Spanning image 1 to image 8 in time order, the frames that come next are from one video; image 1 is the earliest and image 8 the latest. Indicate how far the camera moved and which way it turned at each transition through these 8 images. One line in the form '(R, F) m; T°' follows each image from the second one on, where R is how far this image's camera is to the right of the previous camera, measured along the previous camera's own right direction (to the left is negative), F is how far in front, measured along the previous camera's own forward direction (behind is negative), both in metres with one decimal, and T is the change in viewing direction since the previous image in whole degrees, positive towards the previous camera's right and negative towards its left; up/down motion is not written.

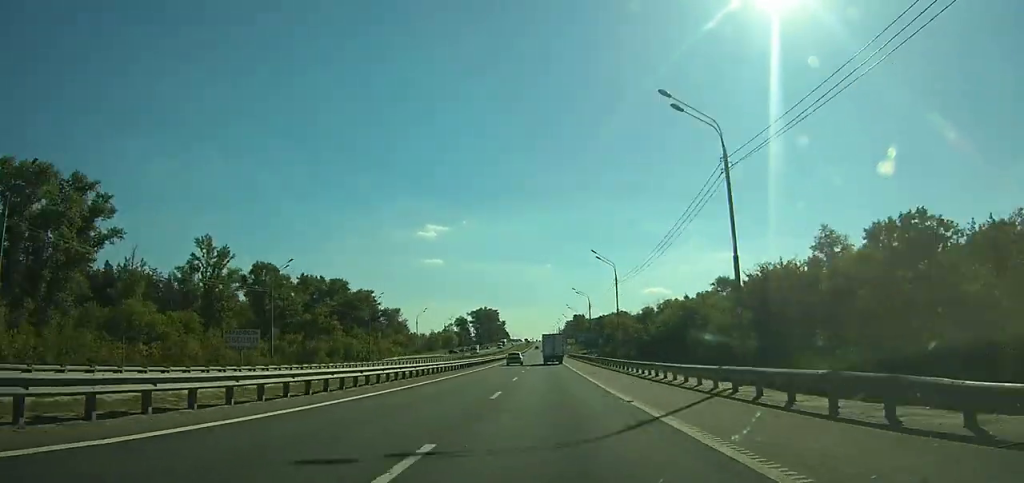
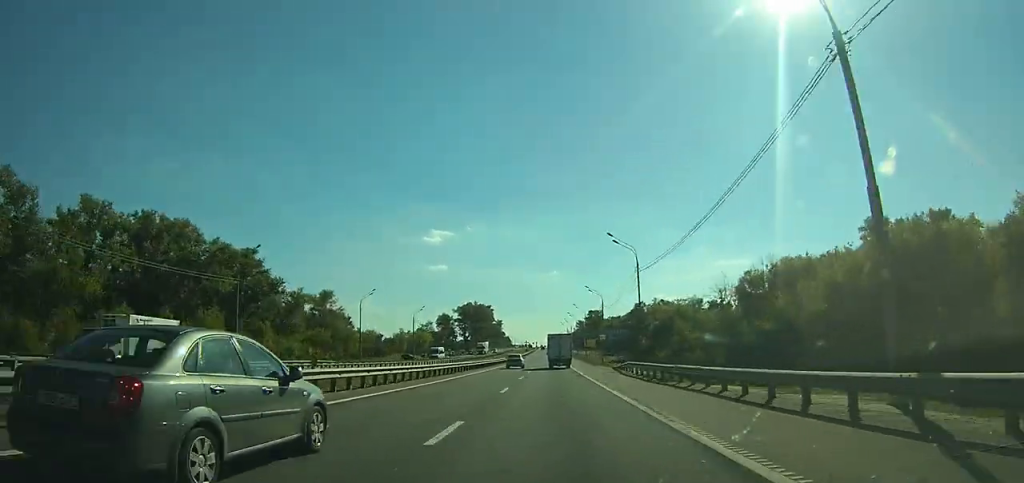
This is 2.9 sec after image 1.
(-0.9, +80.9) m; -1°
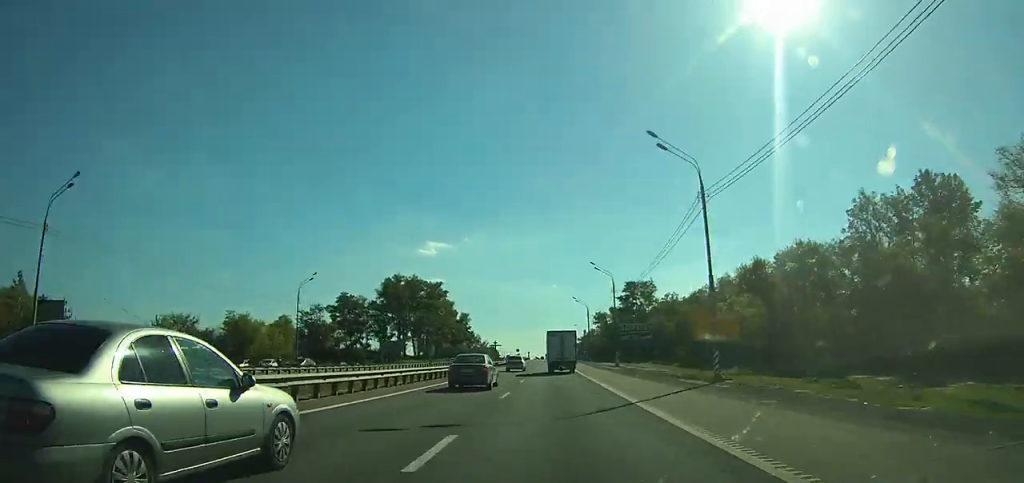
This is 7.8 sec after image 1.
(0.0, +130.2) m; 0°
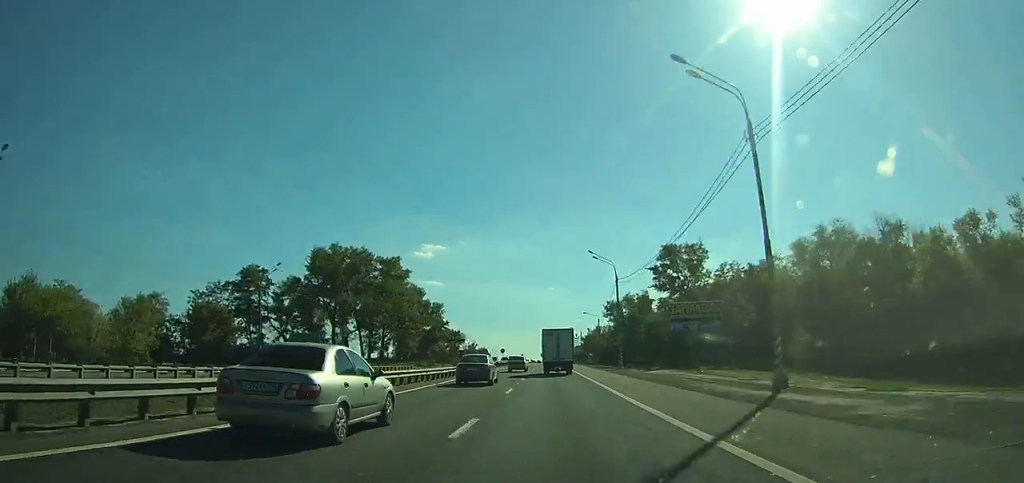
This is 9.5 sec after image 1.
(0.0, +45.1) m; 0°
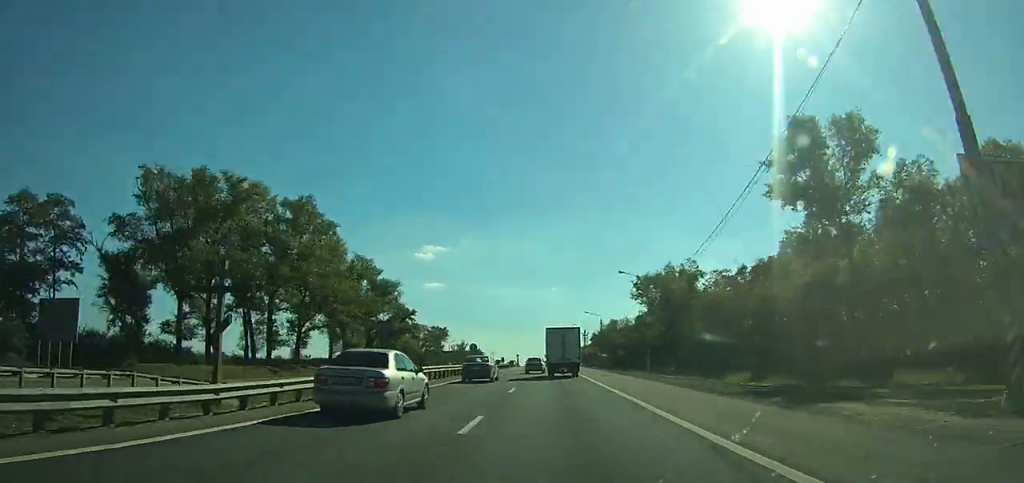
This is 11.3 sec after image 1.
(+0.1, +48.9) m; 0°
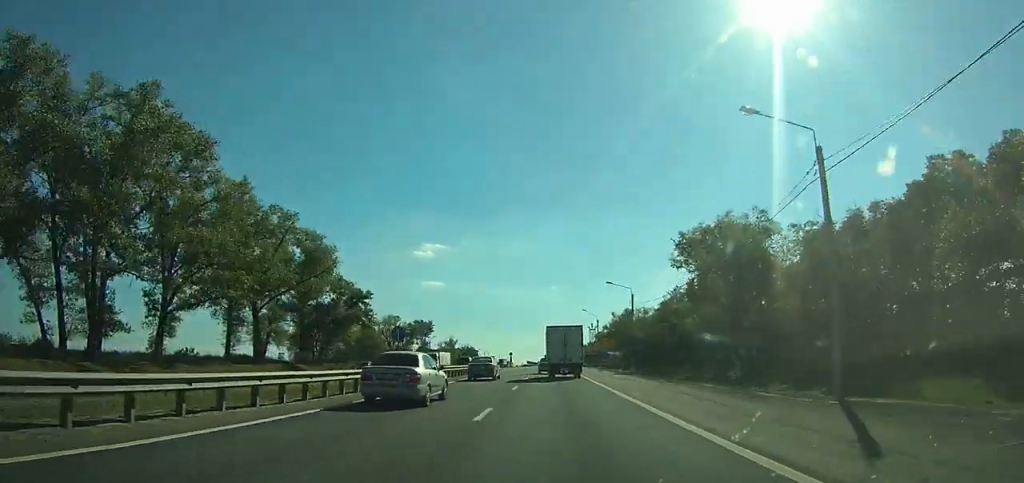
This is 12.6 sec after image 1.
(-0.1, +34.9) m; 0°
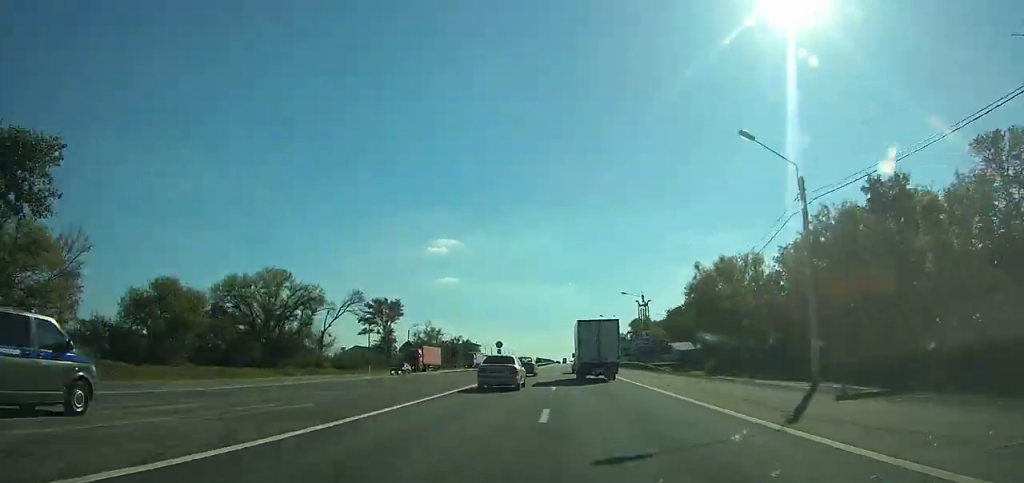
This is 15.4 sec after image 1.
(-0.6, +74.4) m; -1°
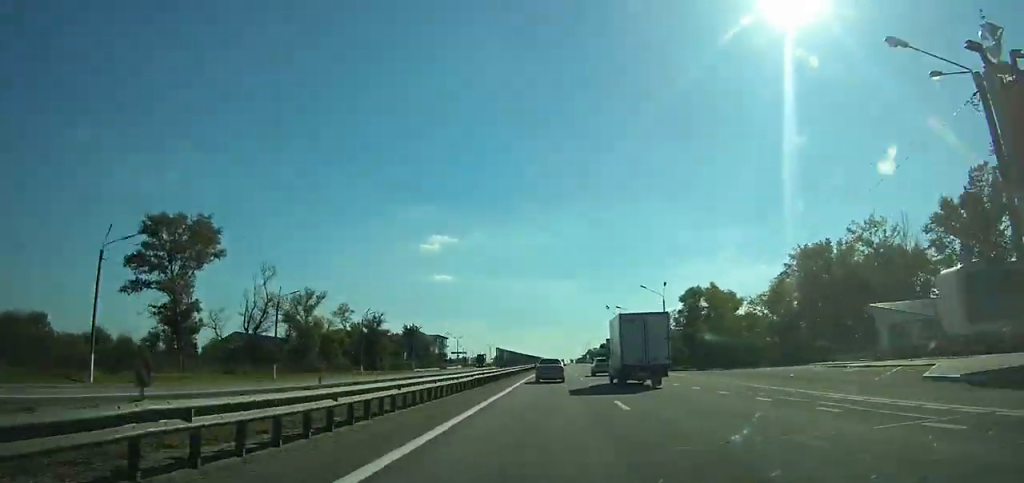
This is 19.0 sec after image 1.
(-0.3, +92.2) m; 0°
